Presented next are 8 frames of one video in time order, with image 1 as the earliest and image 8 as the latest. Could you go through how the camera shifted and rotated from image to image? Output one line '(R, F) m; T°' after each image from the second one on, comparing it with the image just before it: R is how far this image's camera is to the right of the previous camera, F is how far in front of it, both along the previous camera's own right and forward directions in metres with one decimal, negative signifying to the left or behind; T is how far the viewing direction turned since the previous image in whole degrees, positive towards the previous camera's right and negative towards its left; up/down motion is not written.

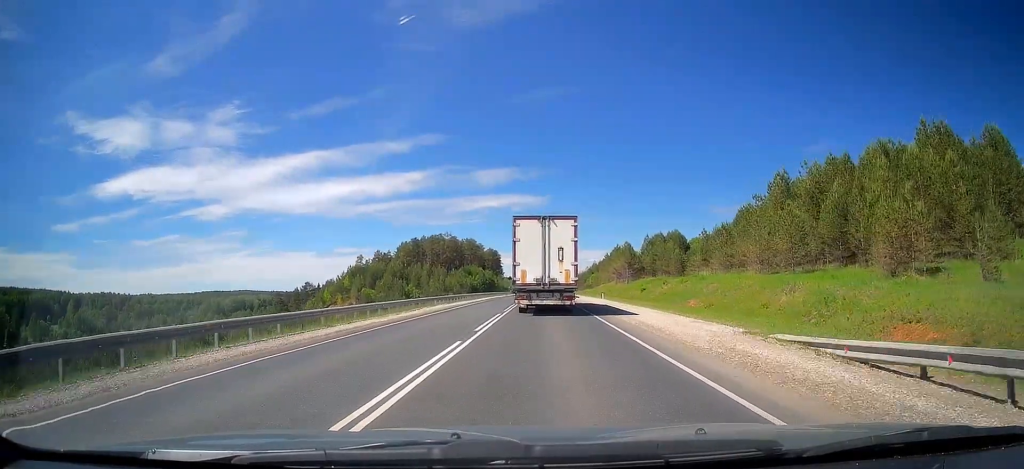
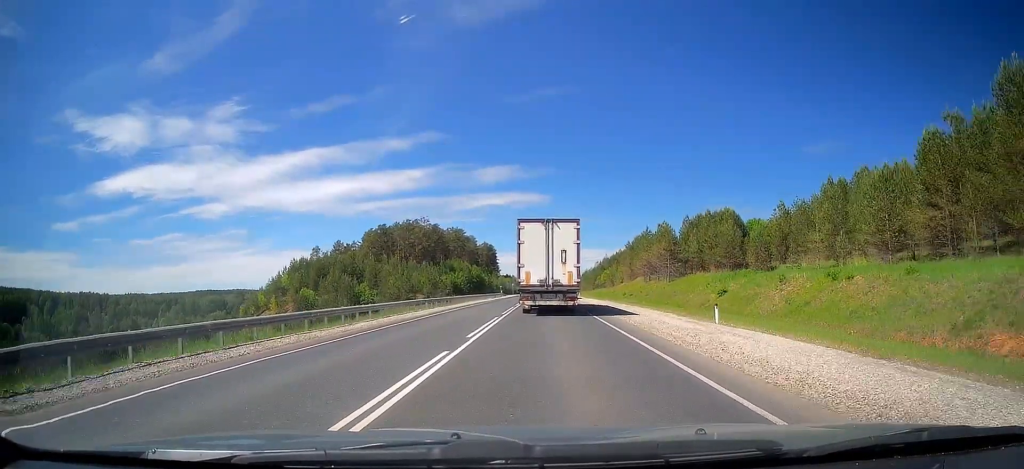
(+0.6, +37.5) m; +1°
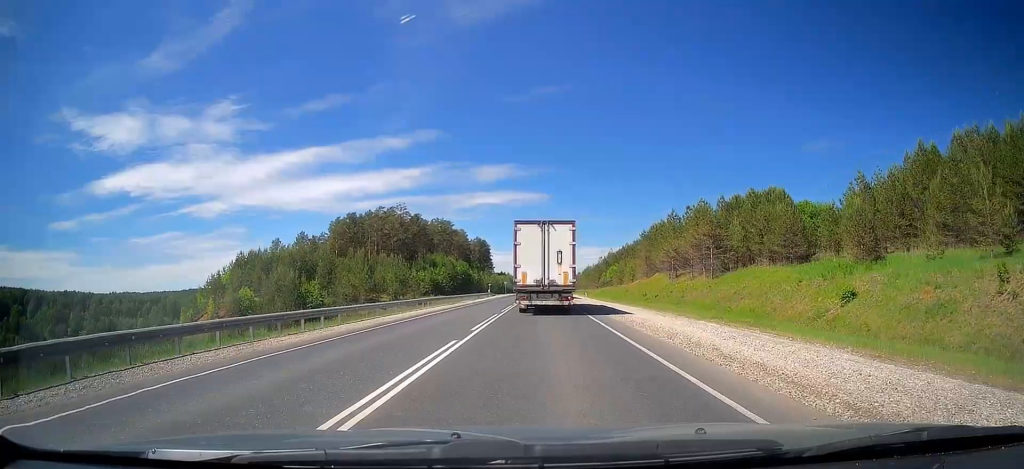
(0.0, +21.9) m; 0°
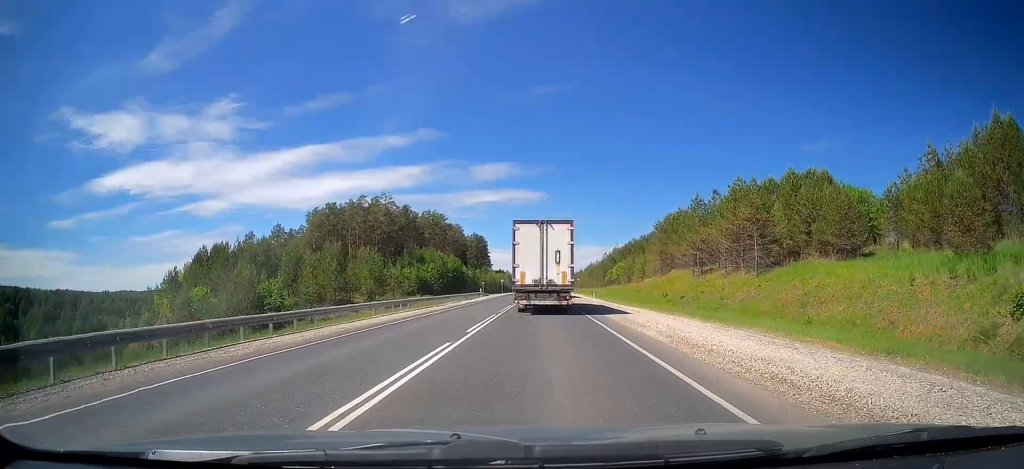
(0.0, +12.5) m; 0°
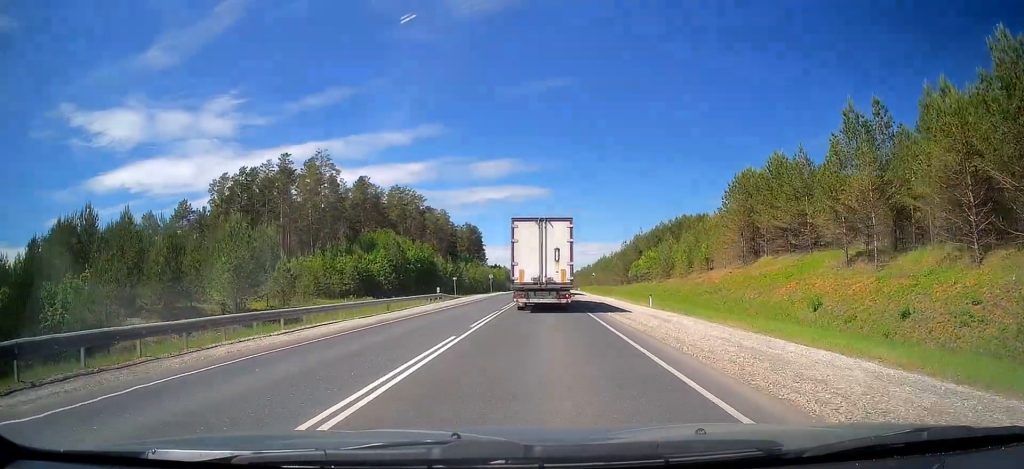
(0.0, +34.9) m; 0°
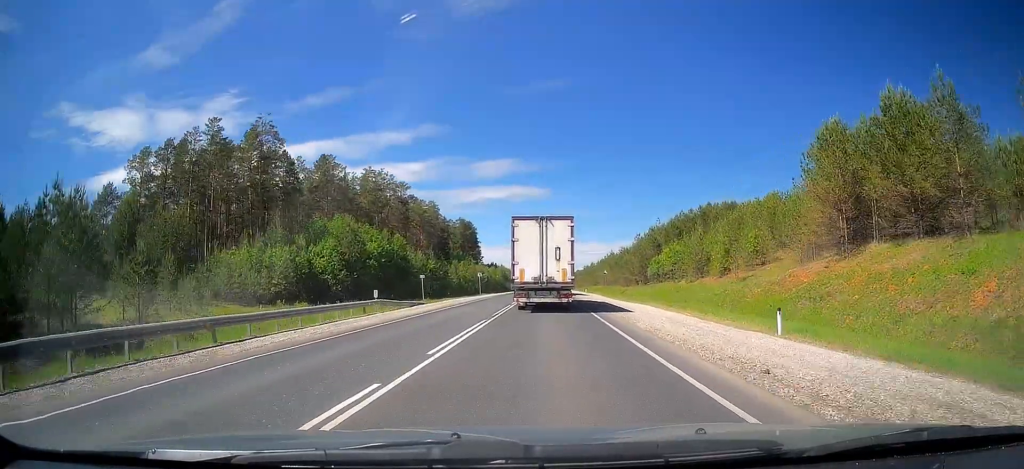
(0.0, +18.4) m; 0°
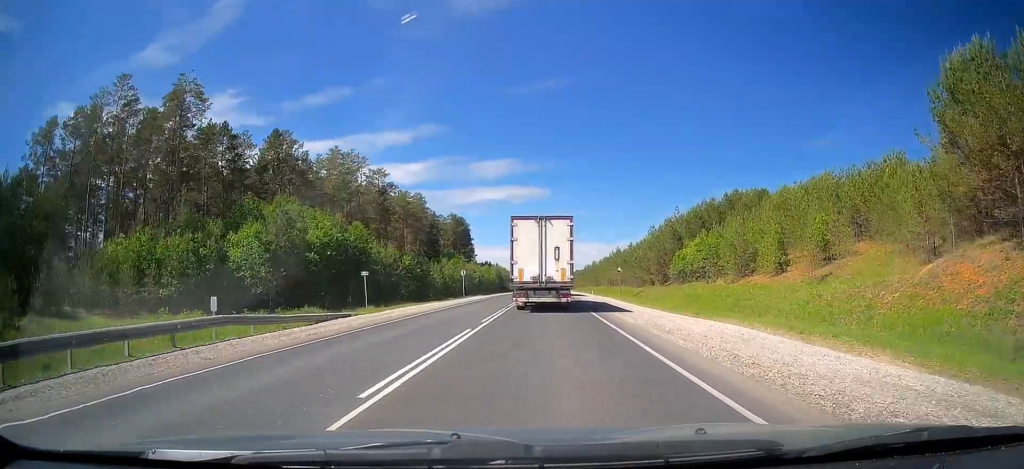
(+0.2, +16.0) m; -1°
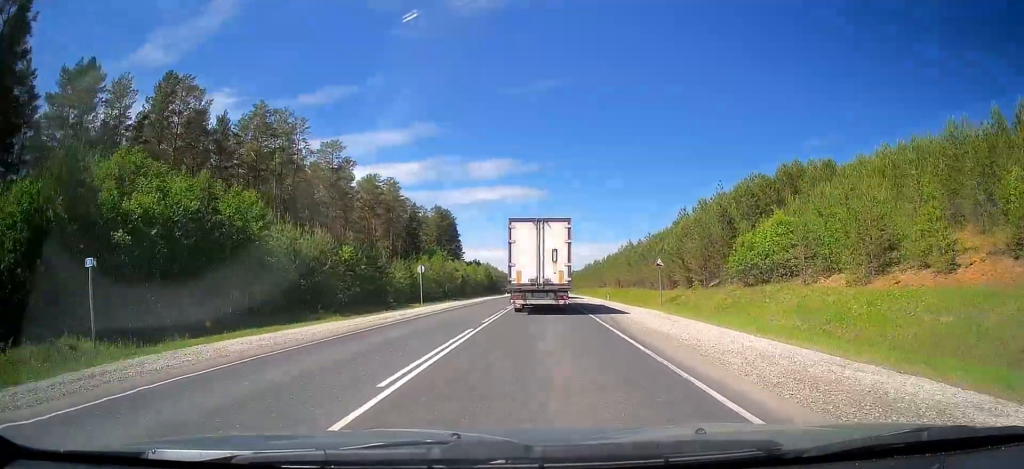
(-0.5, +23.2) m; 0°
